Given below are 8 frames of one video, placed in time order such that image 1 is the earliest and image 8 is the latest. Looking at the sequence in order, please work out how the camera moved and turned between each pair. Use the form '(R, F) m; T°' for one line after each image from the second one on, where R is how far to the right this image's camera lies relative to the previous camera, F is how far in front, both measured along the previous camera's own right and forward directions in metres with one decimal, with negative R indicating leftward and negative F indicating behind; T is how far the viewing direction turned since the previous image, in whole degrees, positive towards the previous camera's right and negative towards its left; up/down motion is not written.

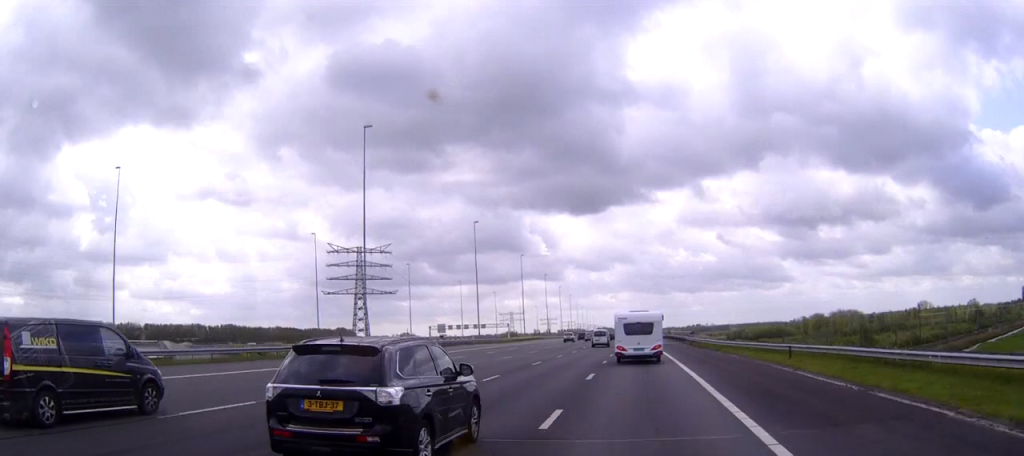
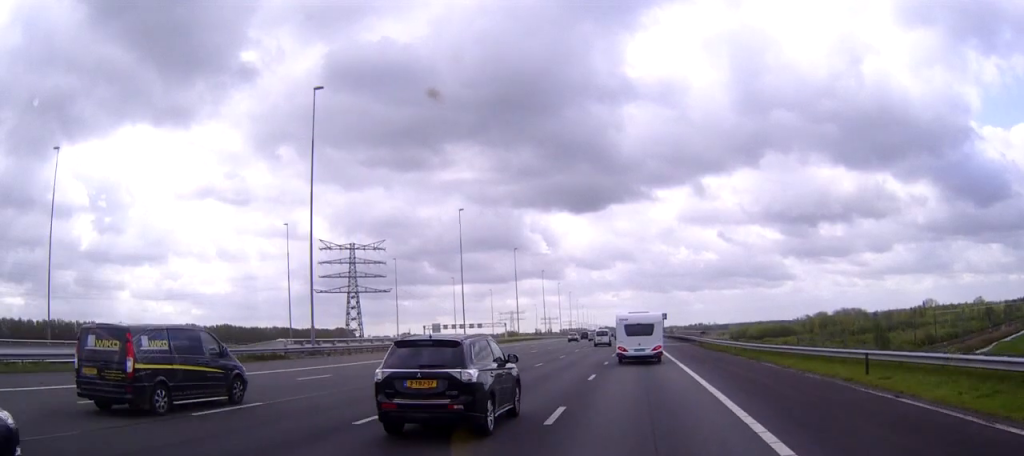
(0.0, +11.5) m; 0°
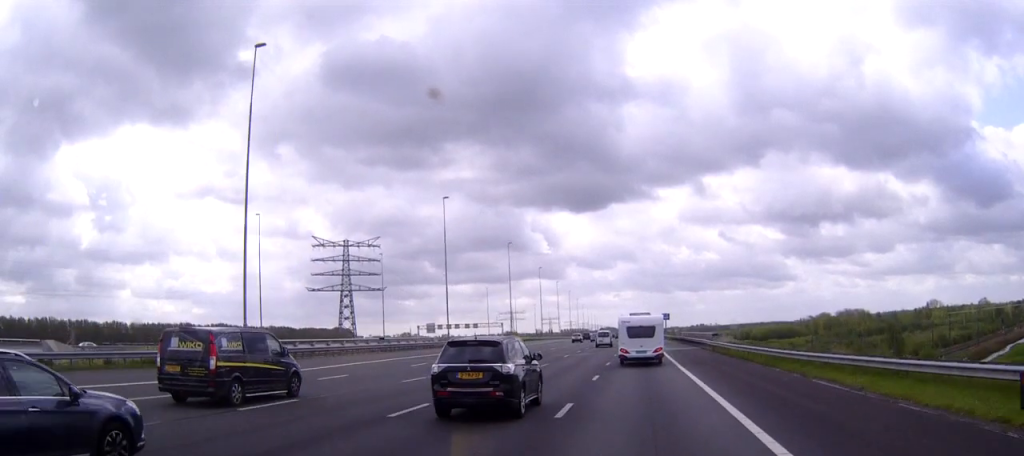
(0.0, +10.2) m; 0°
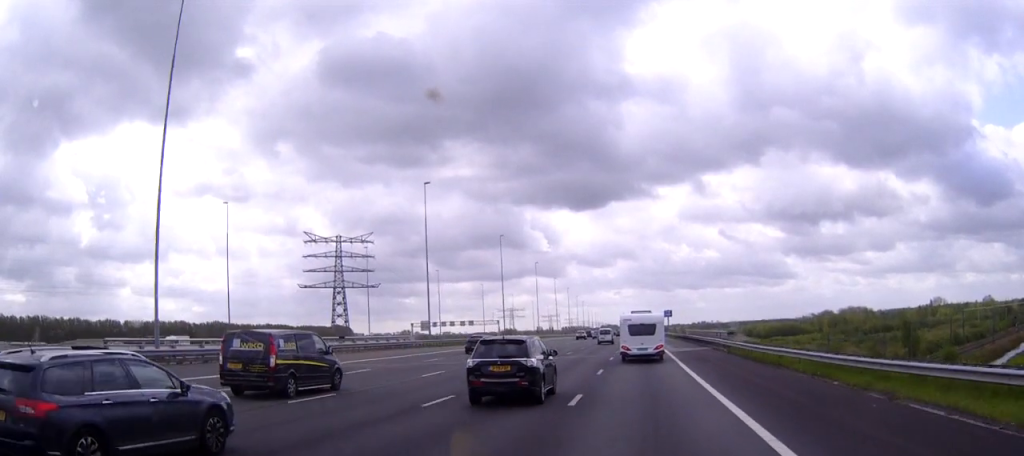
(0.0, +9.5) m; 0°
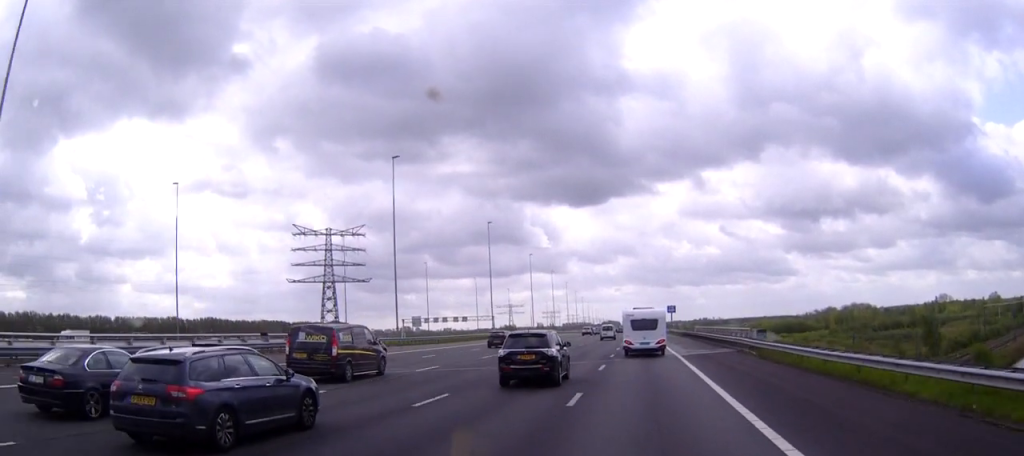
(0.0, +12.9) m; 0°
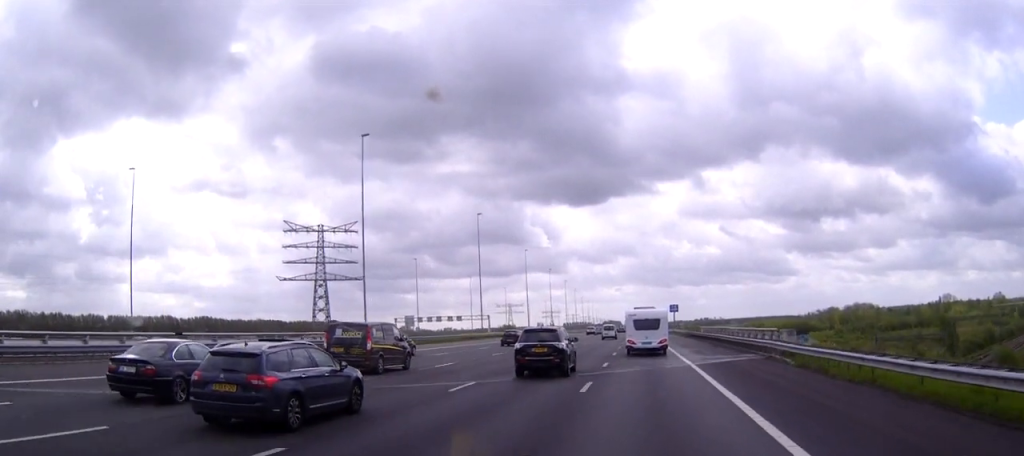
(0.0, +9.5) m; 0°
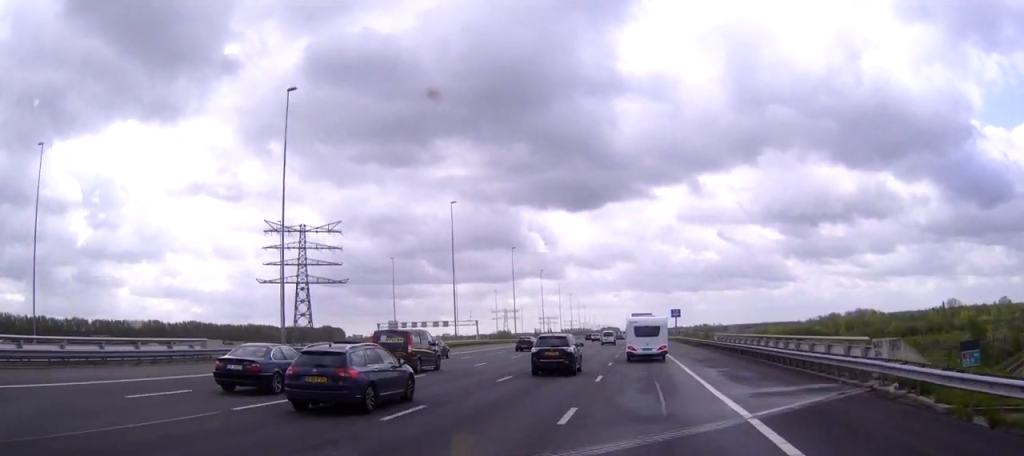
(0.0, +16.3) m; 0°
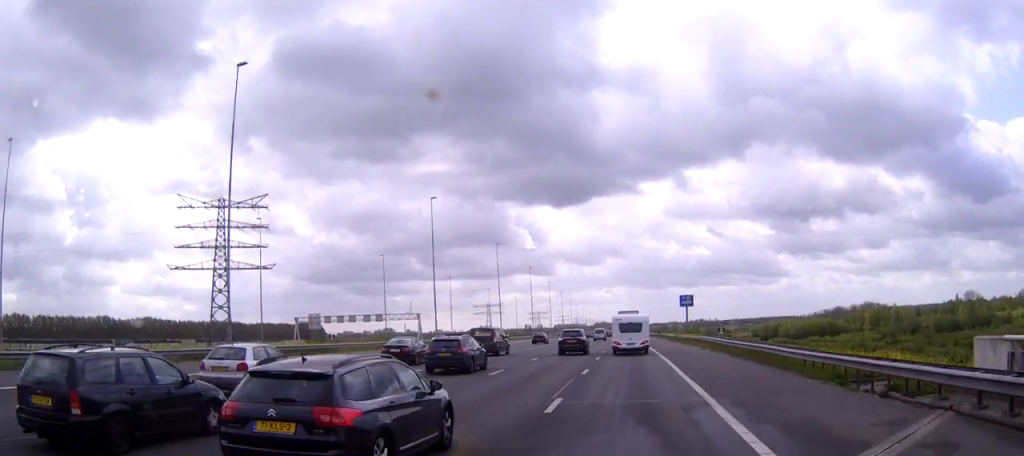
(+0.3, +58.2) m; 0°
